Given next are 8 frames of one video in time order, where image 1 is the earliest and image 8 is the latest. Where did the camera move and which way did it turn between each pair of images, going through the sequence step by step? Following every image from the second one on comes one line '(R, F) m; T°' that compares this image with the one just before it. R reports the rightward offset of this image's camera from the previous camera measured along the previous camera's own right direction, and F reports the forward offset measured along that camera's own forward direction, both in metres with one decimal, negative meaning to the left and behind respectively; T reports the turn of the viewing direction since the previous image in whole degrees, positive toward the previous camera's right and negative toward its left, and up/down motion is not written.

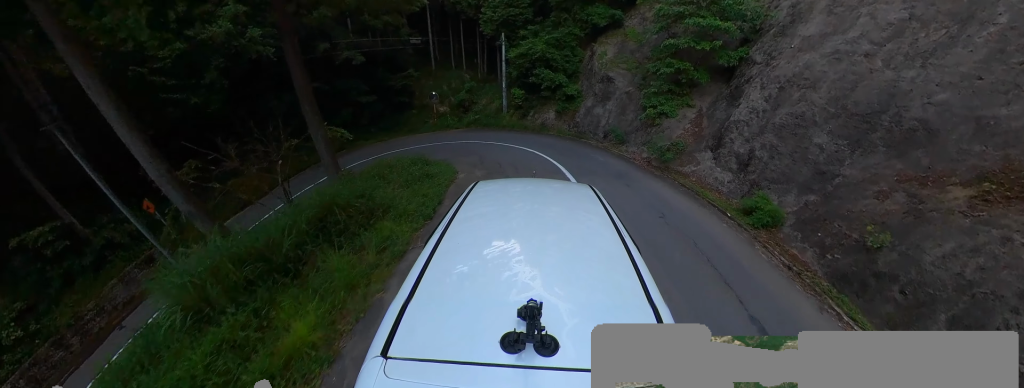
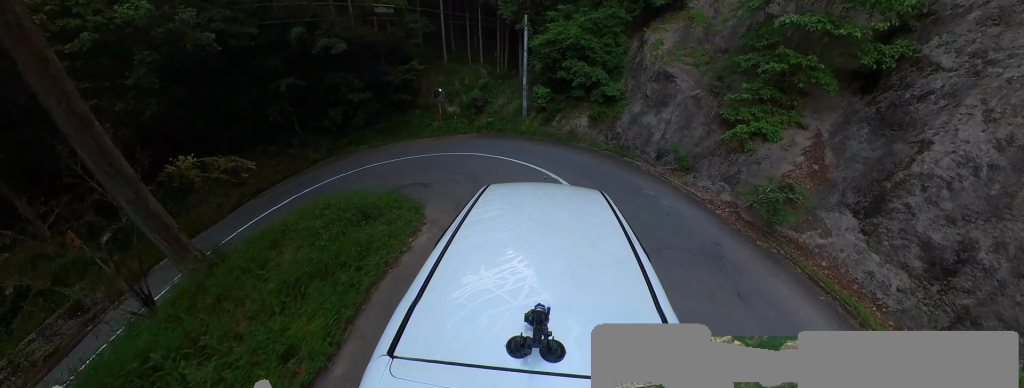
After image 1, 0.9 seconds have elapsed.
(-0.3, +5.0) m; -7°
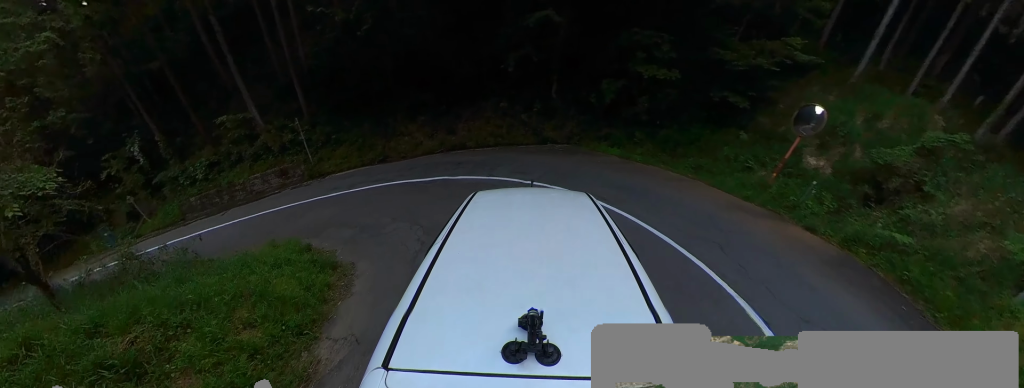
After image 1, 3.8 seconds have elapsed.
(-3.9, +8.3) m; -77°
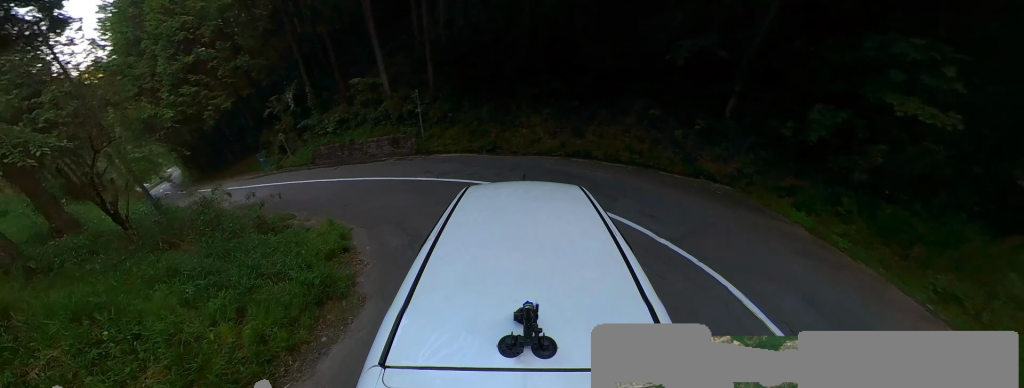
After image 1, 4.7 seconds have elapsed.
(+0.1, +4.2) m; -50°
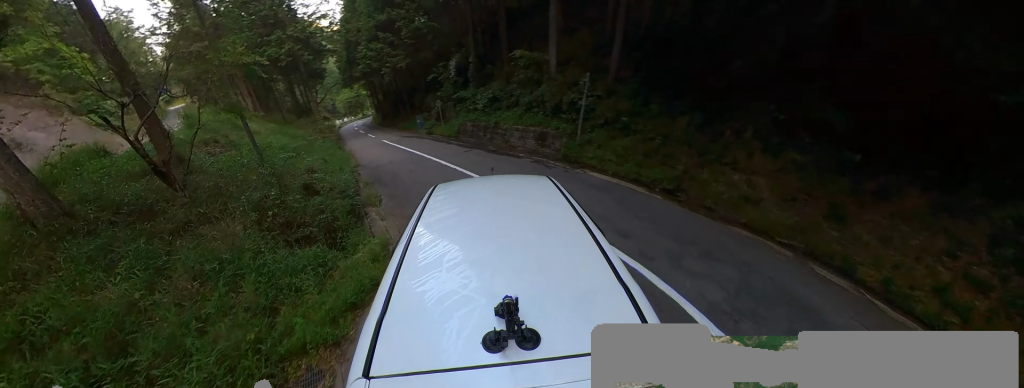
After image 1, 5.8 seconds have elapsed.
(-4.5, +4.3) m; -47°
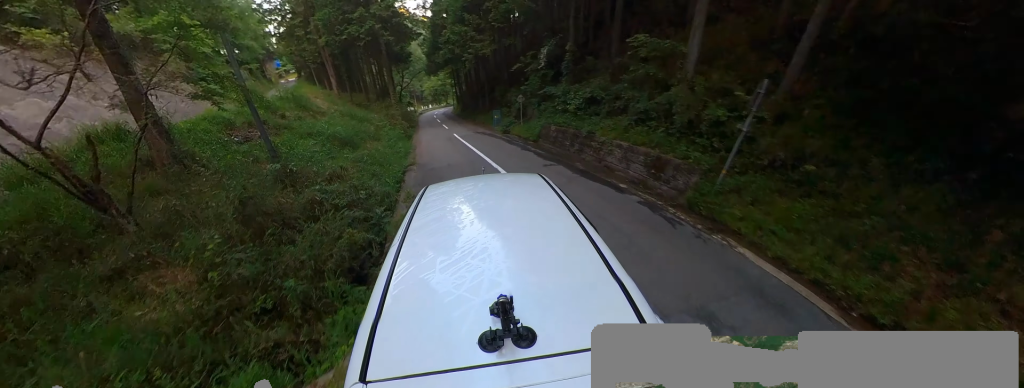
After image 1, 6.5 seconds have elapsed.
(-0.1, +4.5) m; 0°
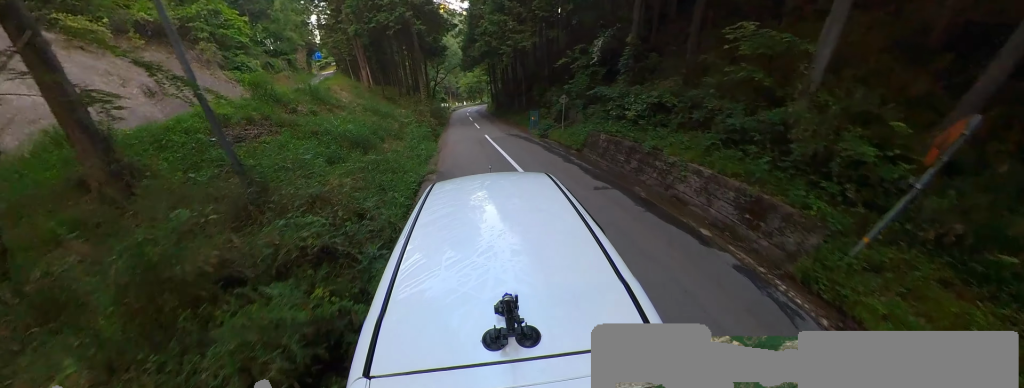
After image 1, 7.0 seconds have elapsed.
(0.0, +2.8) m; +1°
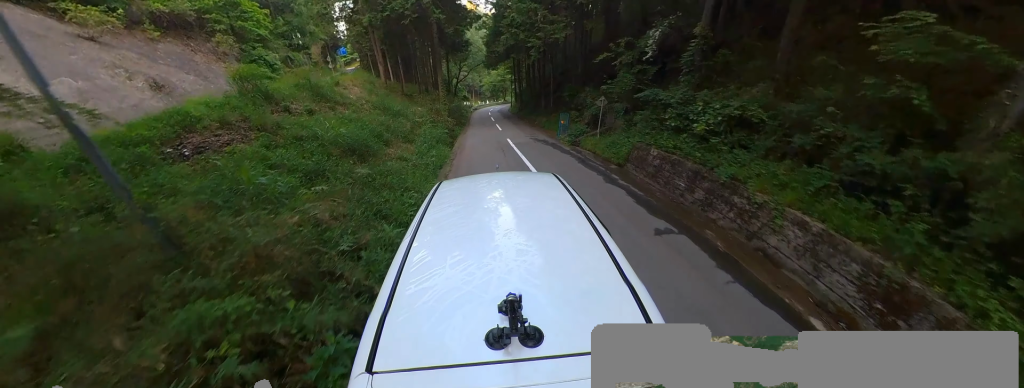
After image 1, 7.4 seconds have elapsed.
(-0.1, +2.7) m; +2°
